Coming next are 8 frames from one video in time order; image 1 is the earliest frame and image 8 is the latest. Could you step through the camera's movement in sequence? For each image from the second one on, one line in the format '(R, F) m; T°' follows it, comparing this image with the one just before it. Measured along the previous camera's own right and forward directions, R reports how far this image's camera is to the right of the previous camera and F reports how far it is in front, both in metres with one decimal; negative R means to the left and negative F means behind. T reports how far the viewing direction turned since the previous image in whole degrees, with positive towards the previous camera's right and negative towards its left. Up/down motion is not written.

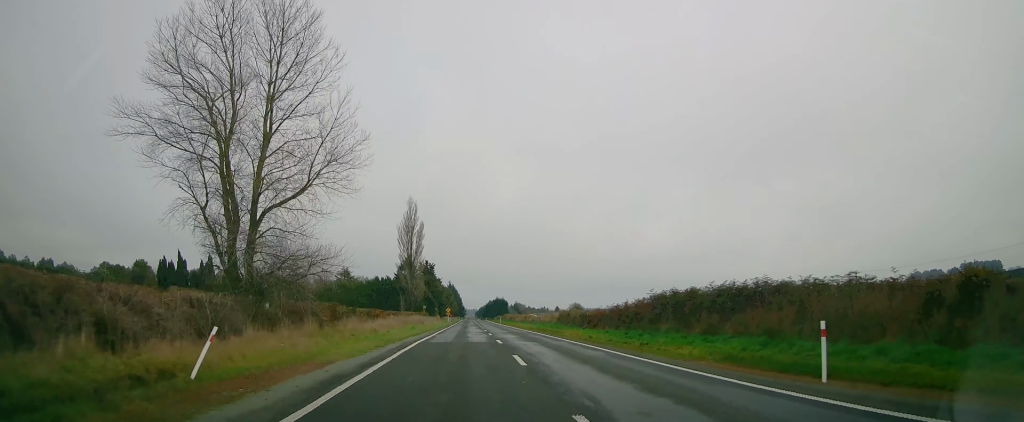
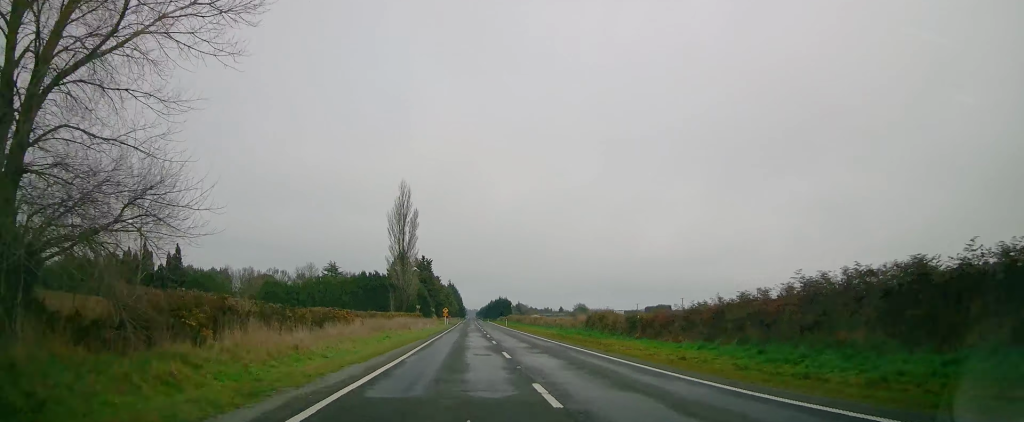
(0.0, +15.2) m; 0°
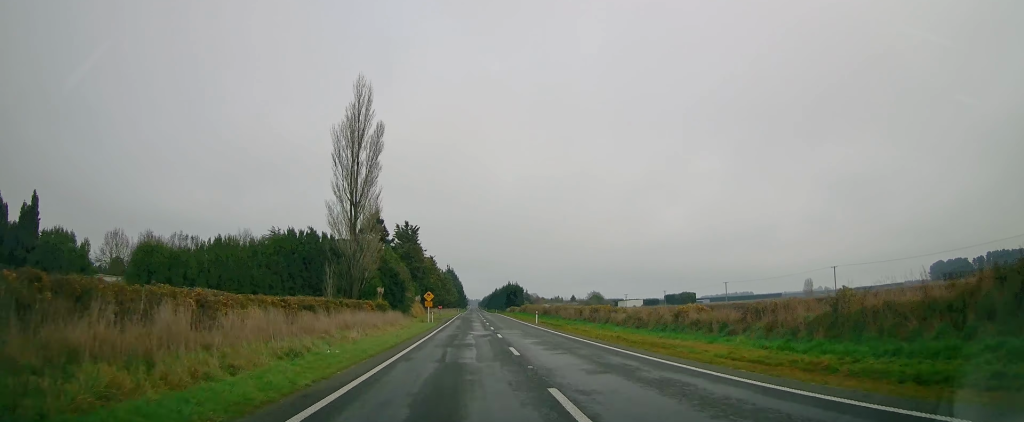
(-0.2, +42.1) m; -1°
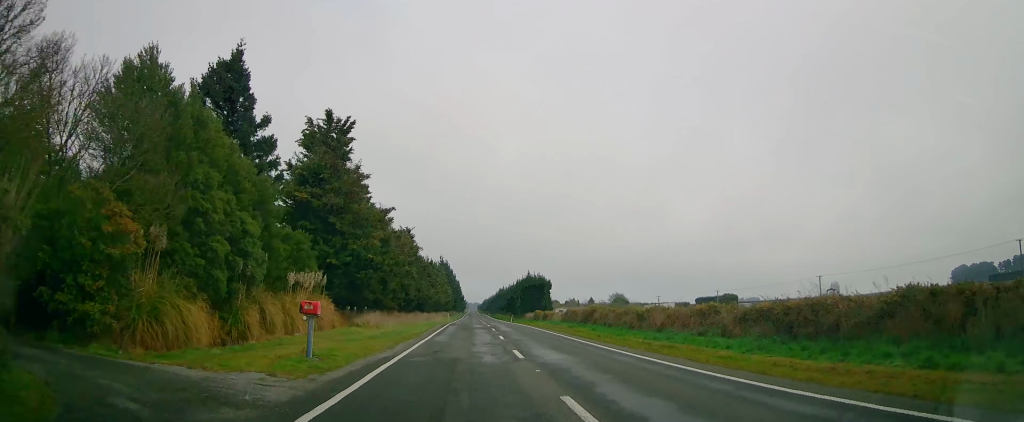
(+0.3, +60.4) m; +1°
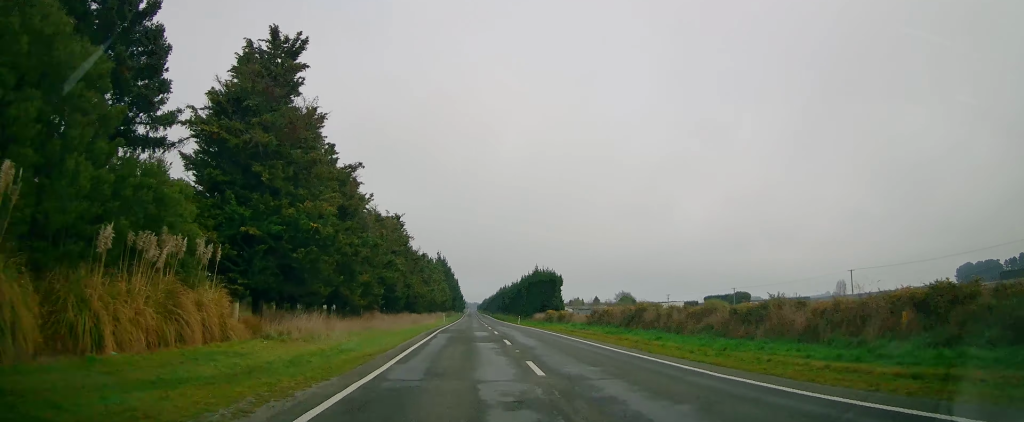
(0.0, +14.4) m; 0°
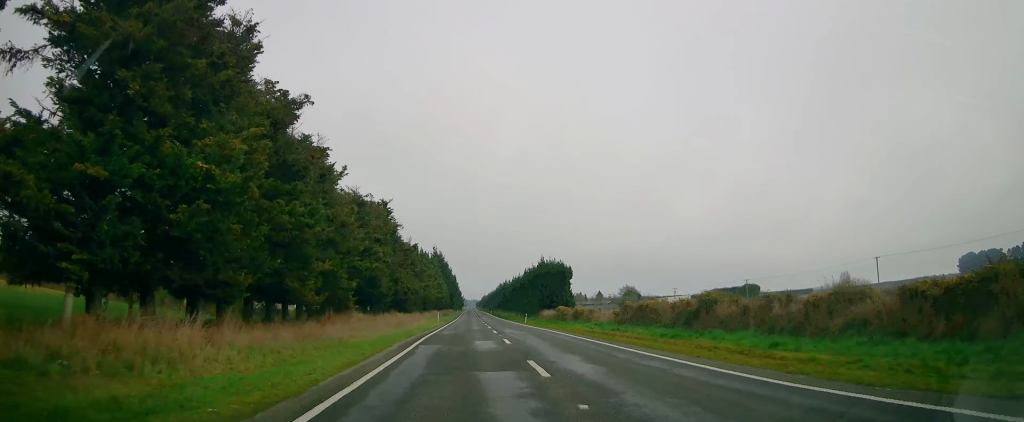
(0.0, +10.9) m; 0°
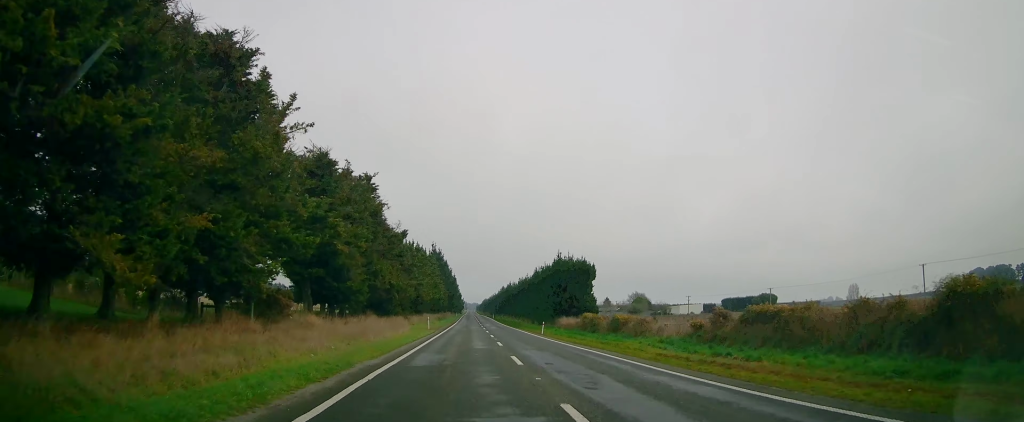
(0.0, +15.4) m; 0°
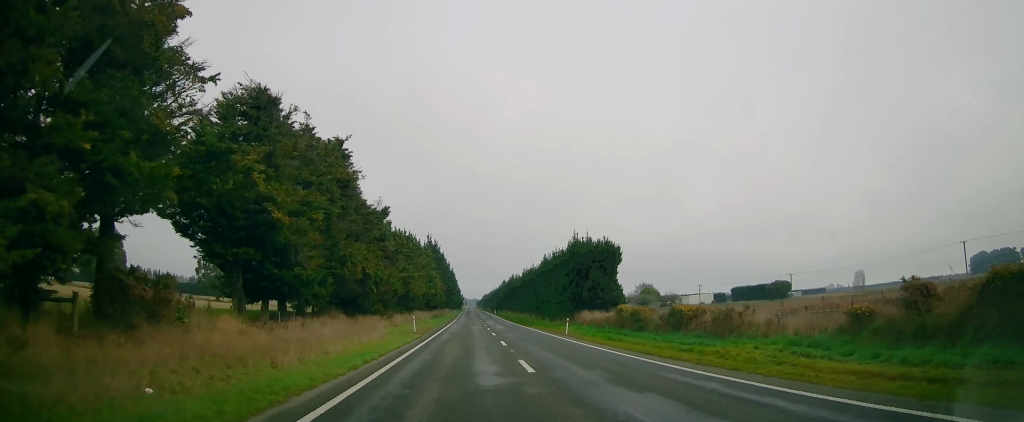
(0.0, +12.7) m; 0°
